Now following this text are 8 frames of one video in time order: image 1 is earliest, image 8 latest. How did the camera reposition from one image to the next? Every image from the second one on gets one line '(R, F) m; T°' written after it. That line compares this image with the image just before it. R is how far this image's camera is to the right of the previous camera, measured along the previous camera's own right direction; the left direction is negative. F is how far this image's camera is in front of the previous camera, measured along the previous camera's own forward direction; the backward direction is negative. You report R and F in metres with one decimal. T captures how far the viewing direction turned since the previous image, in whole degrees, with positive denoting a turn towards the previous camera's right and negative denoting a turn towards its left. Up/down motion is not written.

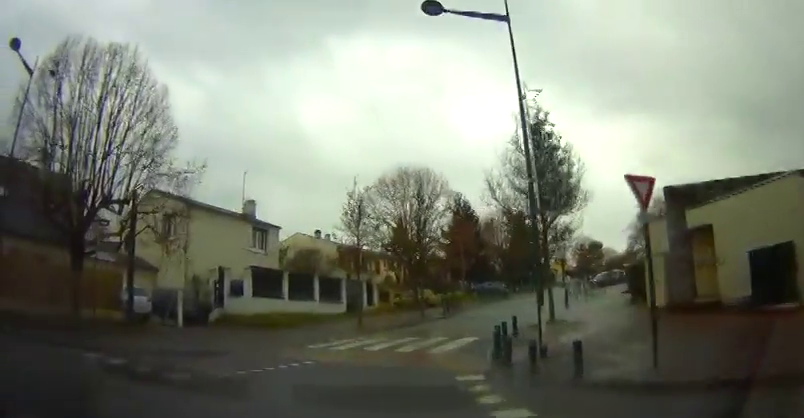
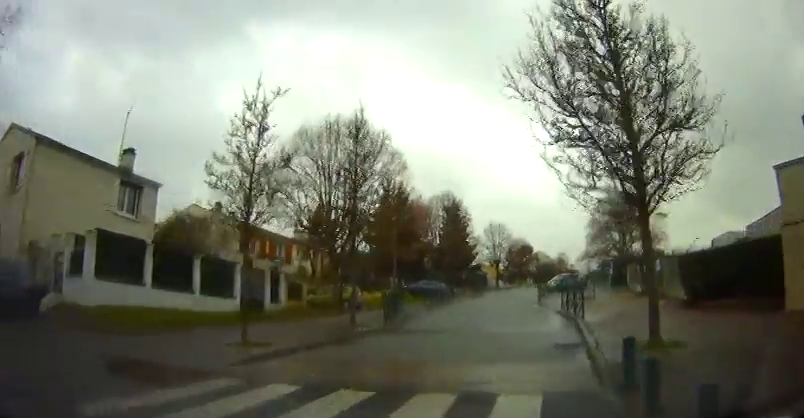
(-0.1, +9.2) m; +9°
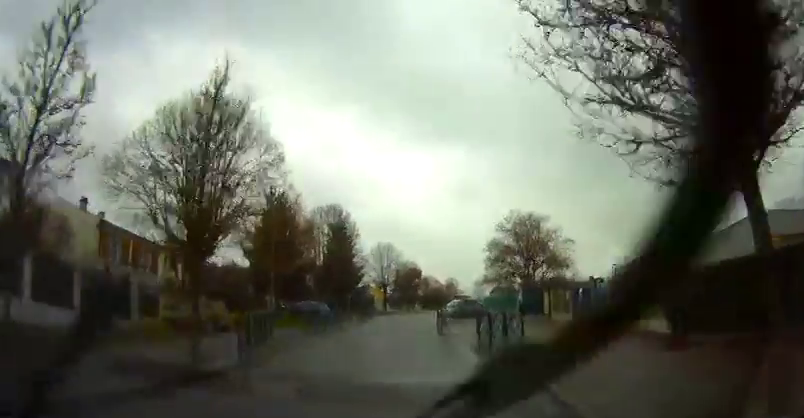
(+0.3, +4.8) m; +12°
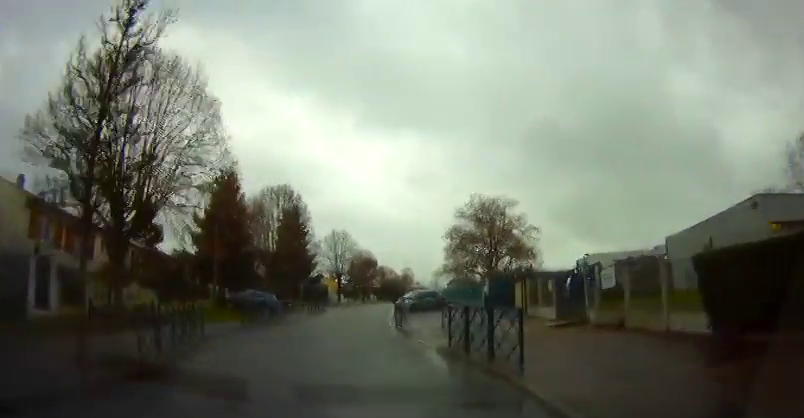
(+0.5, +3.2) m; +4°
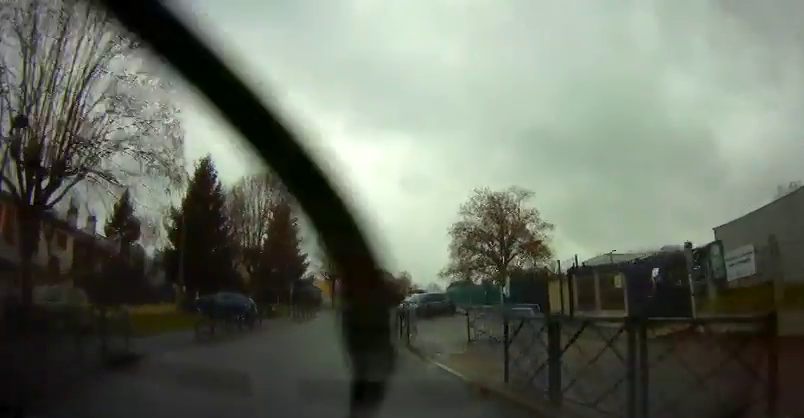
(+0.4, +5.4) m; +4°
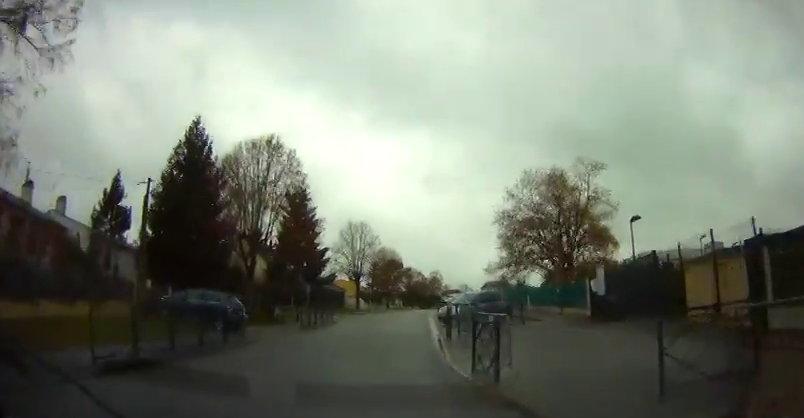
(-0.1, +7.7) m; -2°
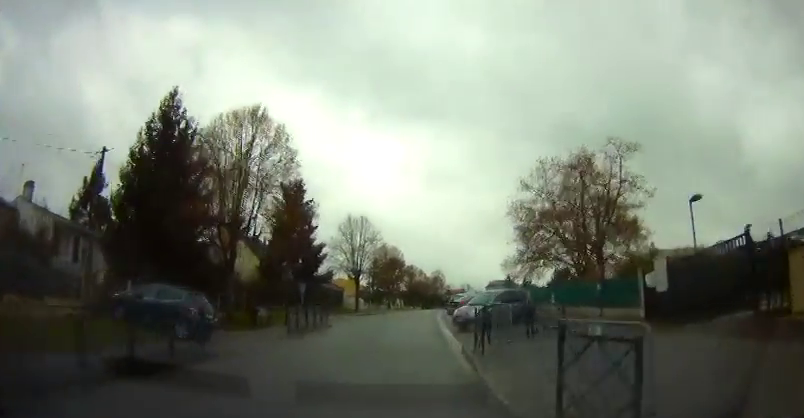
(+0.1, +4.1) m; -2°
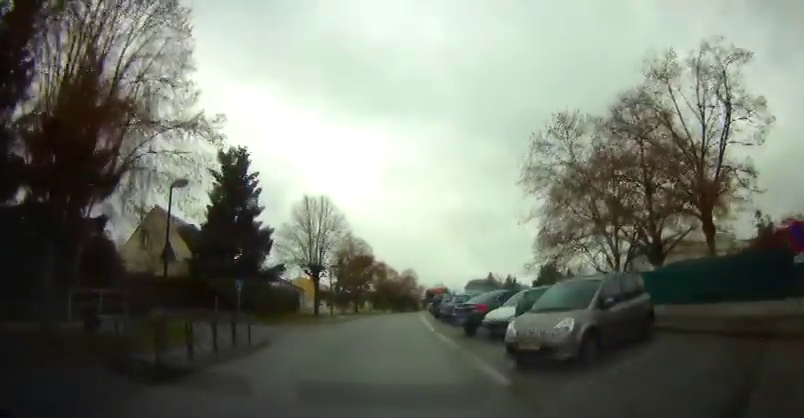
(-0.1, +11.6) m; +3°
